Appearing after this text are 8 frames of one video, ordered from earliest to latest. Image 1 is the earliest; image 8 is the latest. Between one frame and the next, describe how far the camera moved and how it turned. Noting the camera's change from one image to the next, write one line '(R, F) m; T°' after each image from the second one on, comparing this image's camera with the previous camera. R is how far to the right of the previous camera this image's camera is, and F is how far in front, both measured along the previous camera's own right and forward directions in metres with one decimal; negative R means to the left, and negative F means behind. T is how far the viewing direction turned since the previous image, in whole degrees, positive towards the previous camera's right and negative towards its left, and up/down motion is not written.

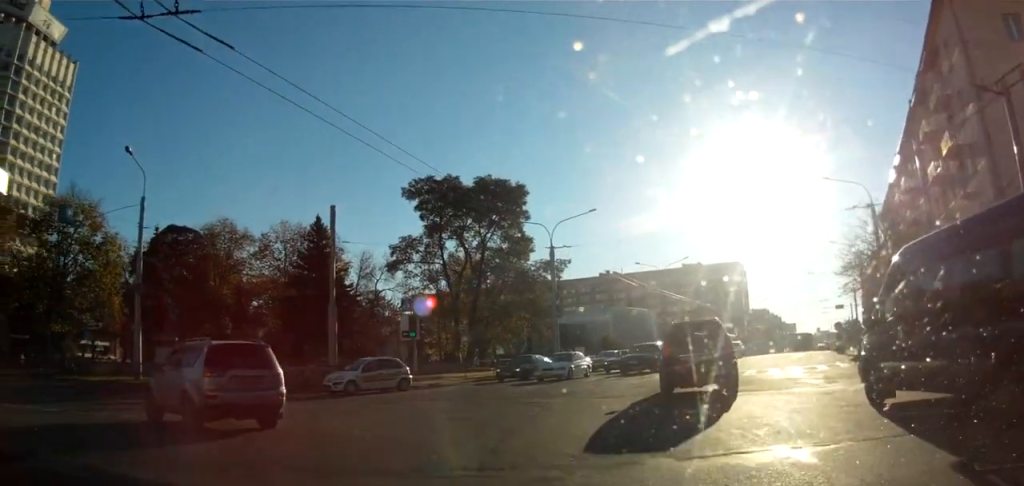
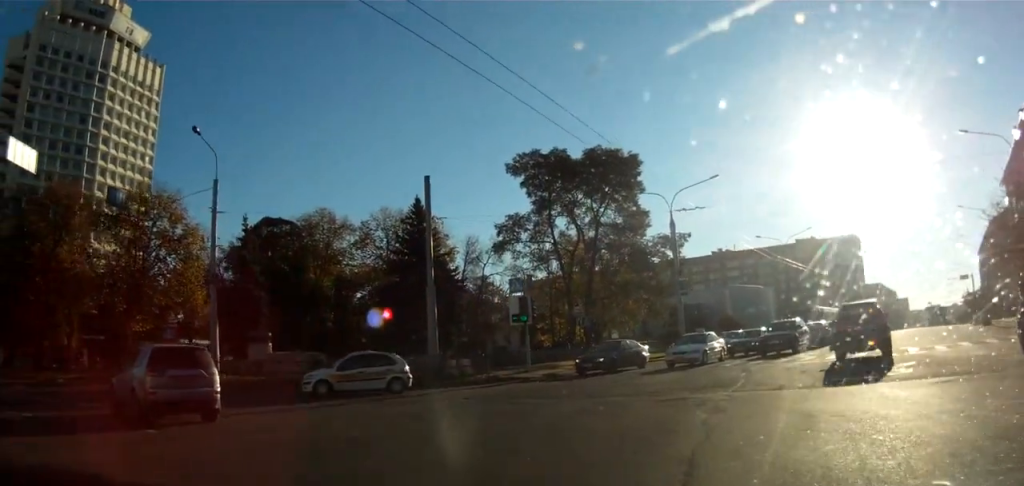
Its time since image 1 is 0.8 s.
(-0.2, +3.4) m; -24°
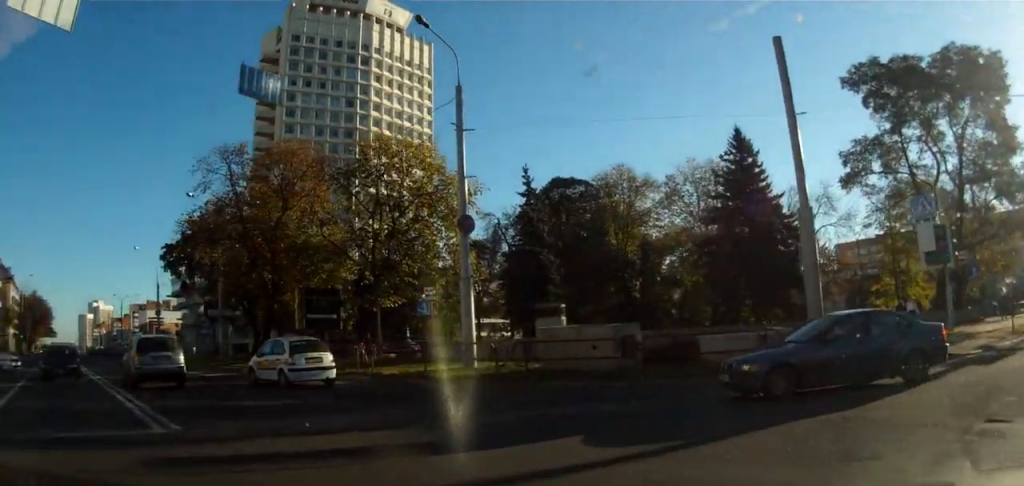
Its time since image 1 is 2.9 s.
(-4.3, +7.7) m; -43°
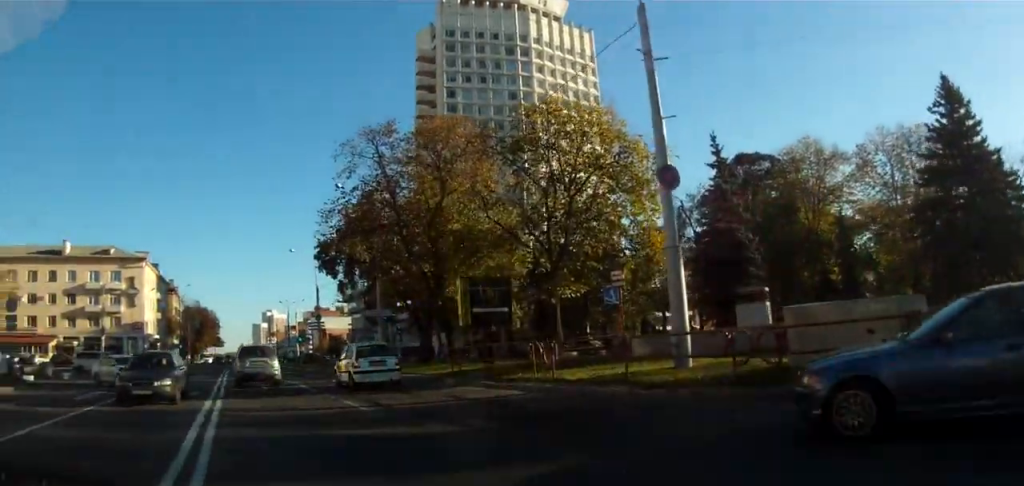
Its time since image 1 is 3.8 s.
(-0.9, +4.5) m; -12°
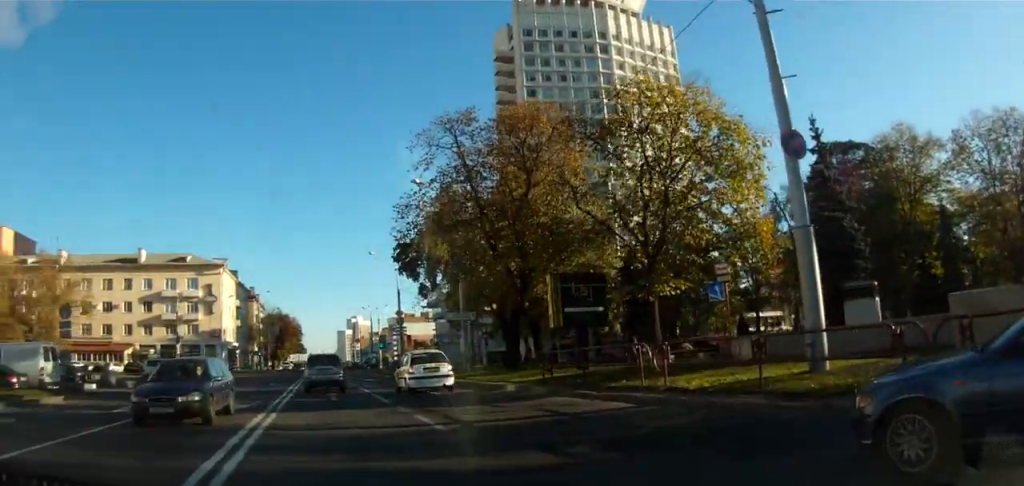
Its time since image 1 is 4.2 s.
(-0.5, +2.1) m; -6°
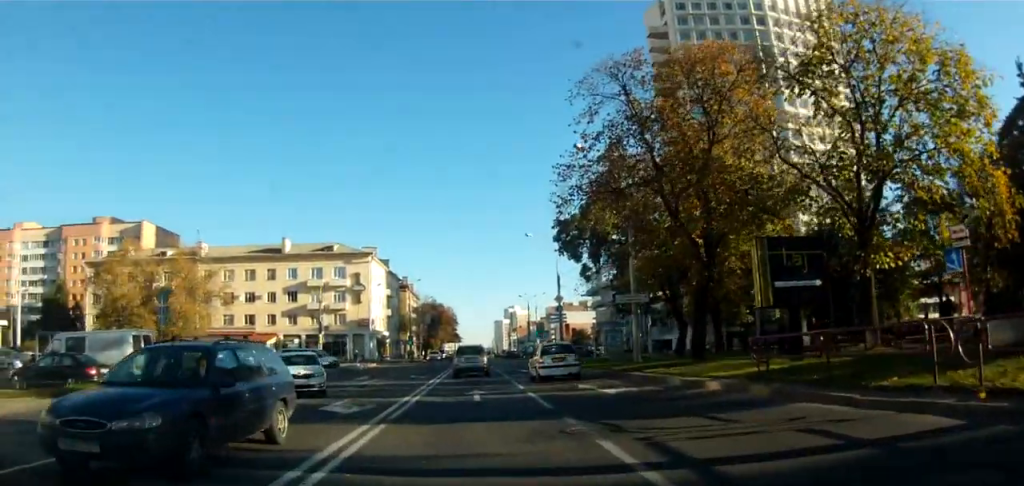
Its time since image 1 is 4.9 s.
(+0.5, +5.2) m; -4°
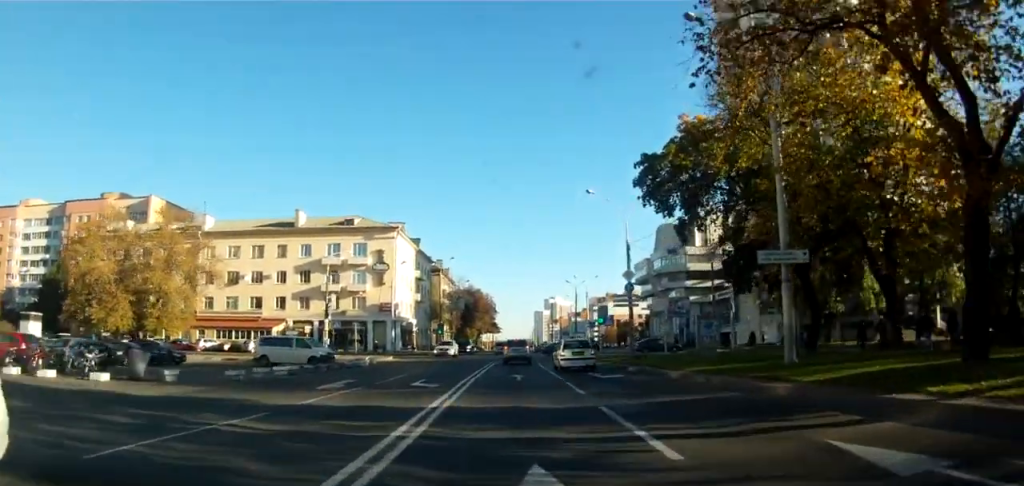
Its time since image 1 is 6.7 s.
(-1.9, +12.3) m; -12°
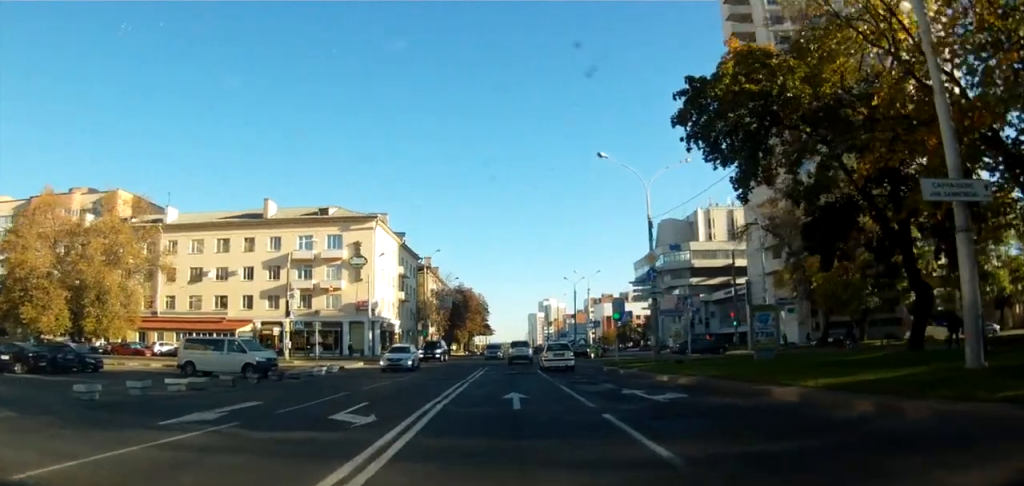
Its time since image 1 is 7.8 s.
(+0.1, +8.4) m; 0°
